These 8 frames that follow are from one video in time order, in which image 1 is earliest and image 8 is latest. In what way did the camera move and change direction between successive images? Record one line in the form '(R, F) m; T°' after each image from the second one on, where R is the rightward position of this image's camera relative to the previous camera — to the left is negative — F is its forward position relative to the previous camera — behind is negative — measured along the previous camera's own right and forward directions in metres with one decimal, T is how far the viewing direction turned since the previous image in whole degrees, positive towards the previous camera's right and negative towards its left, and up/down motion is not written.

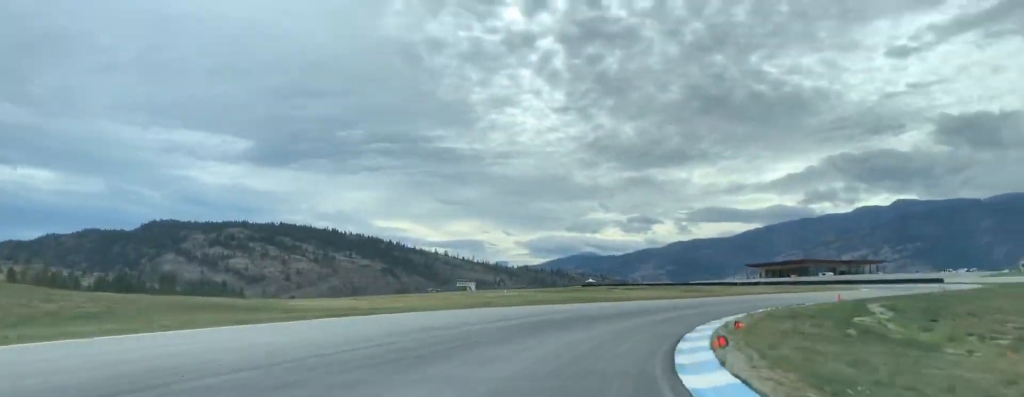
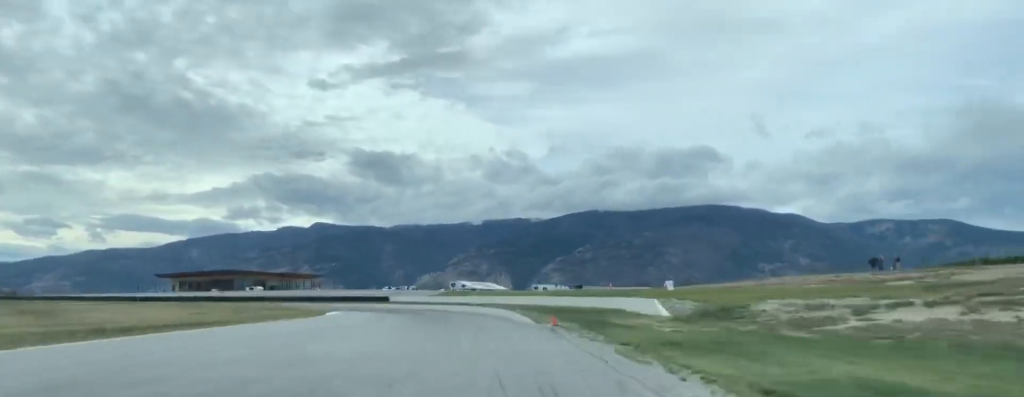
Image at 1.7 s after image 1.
(+15.9, +44.6) m; +34°
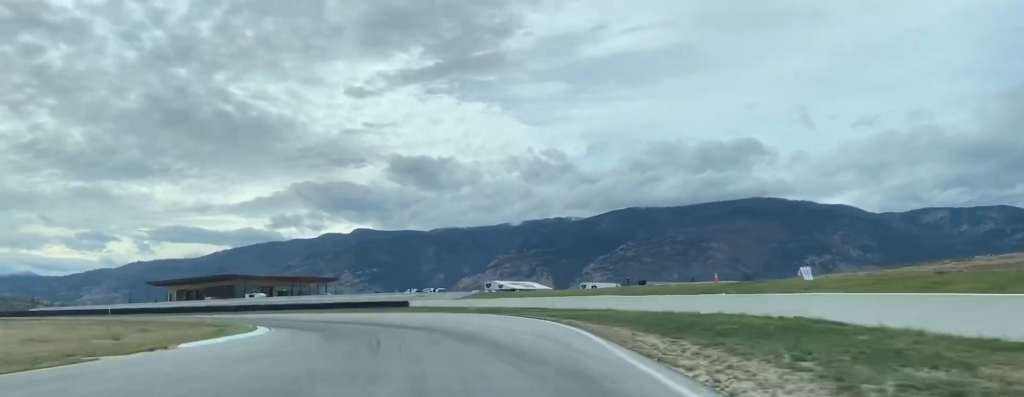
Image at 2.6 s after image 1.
(+3.5, +28.3) m; +3°
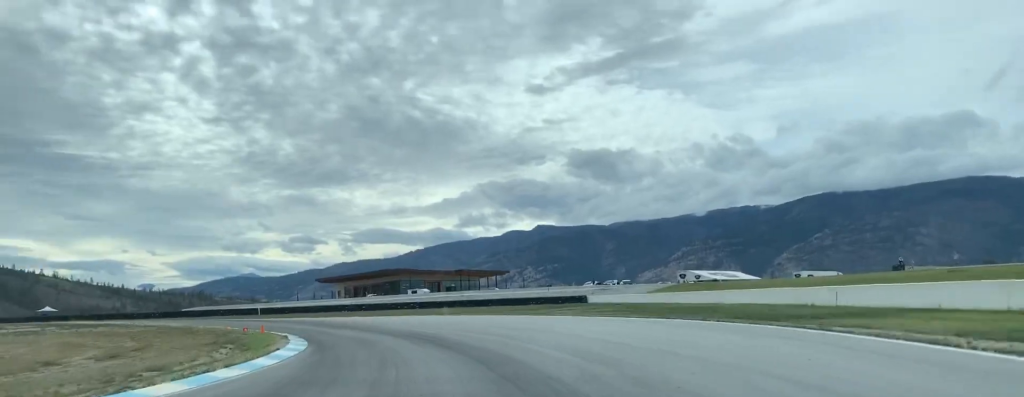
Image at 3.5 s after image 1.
(-1.0, +25.3) m; -11°
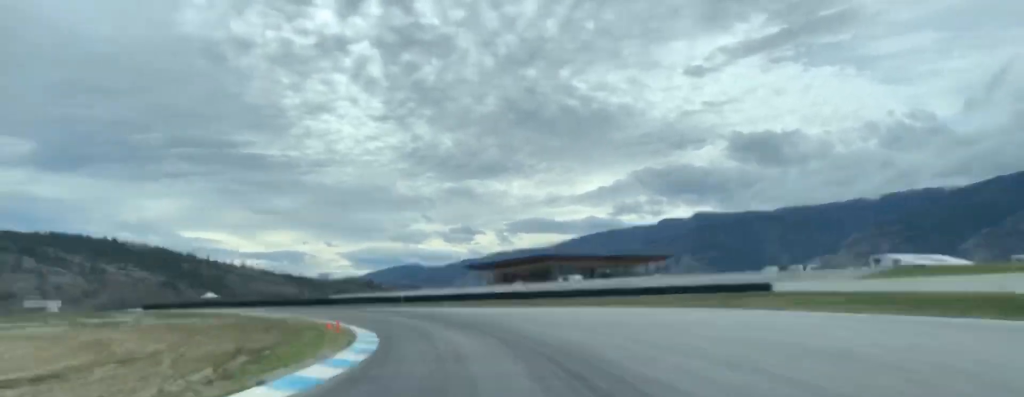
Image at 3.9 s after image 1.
(-0.7, +13.7) m; -8°
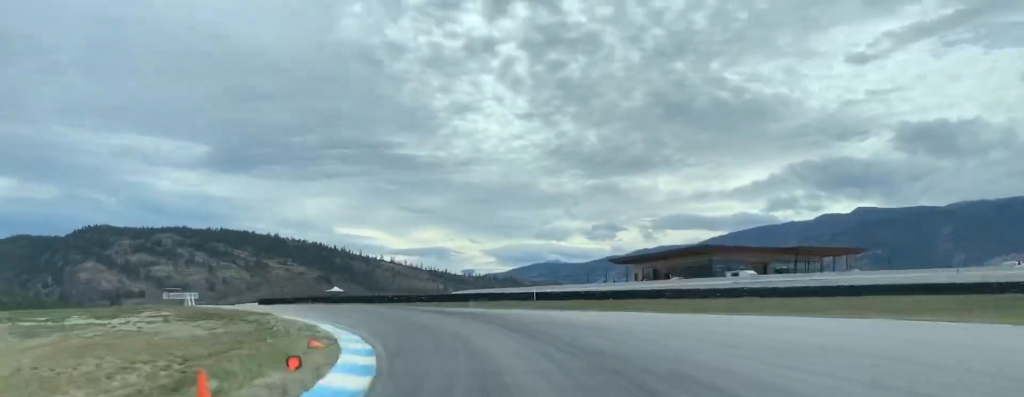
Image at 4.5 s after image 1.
(-2.3, +19.4) m; -12°
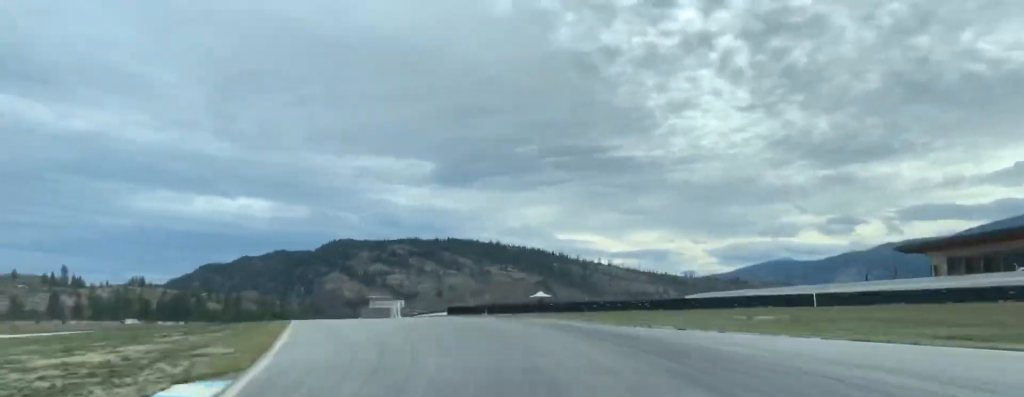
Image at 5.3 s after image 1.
(-2.8, +26.5) m; -15°
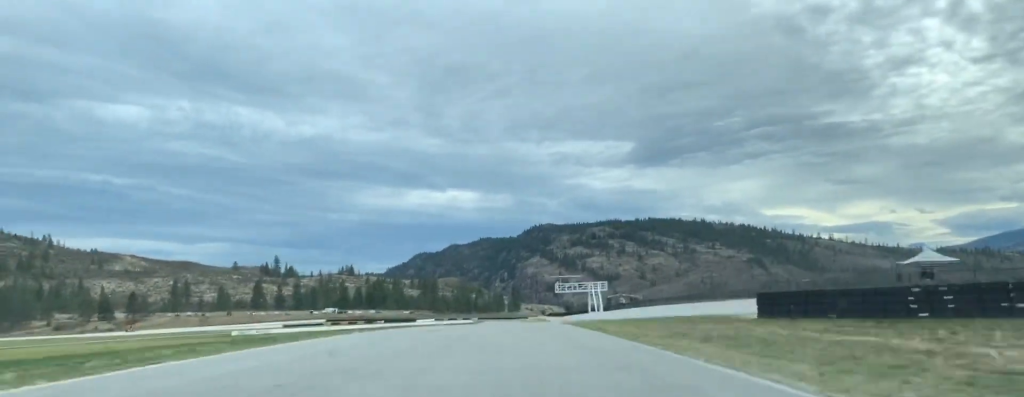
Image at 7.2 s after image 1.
(-16.3, +72.1) m; -17°
